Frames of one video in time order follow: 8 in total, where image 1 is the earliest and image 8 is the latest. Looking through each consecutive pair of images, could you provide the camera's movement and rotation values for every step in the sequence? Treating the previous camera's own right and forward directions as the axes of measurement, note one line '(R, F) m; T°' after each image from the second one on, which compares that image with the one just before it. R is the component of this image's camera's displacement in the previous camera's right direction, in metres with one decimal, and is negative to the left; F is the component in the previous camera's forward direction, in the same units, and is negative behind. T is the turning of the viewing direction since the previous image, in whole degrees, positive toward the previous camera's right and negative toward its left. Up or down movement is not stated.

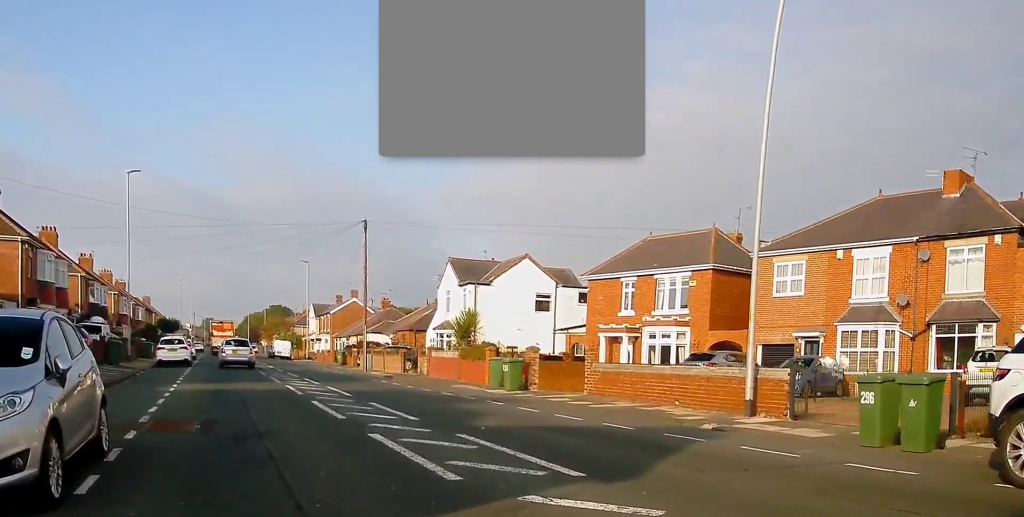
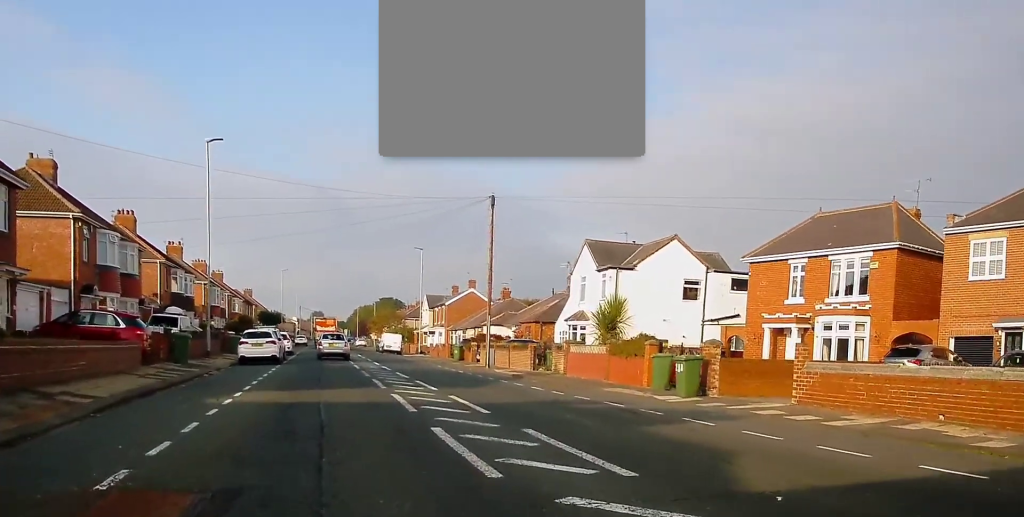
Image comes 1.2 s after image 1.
(-0.2, +5.8) m; -5°
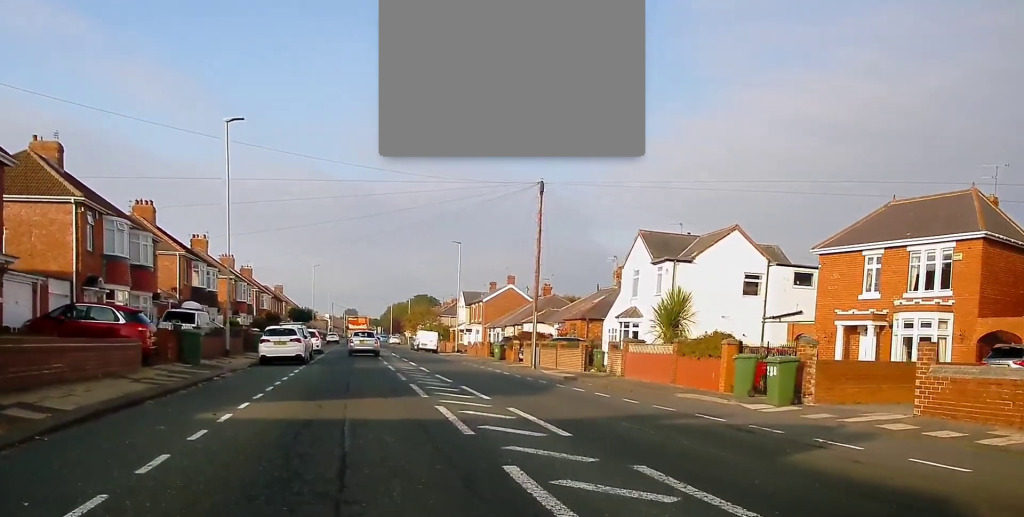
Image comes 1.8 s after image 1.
(-0.1, +3.3) m; -2°
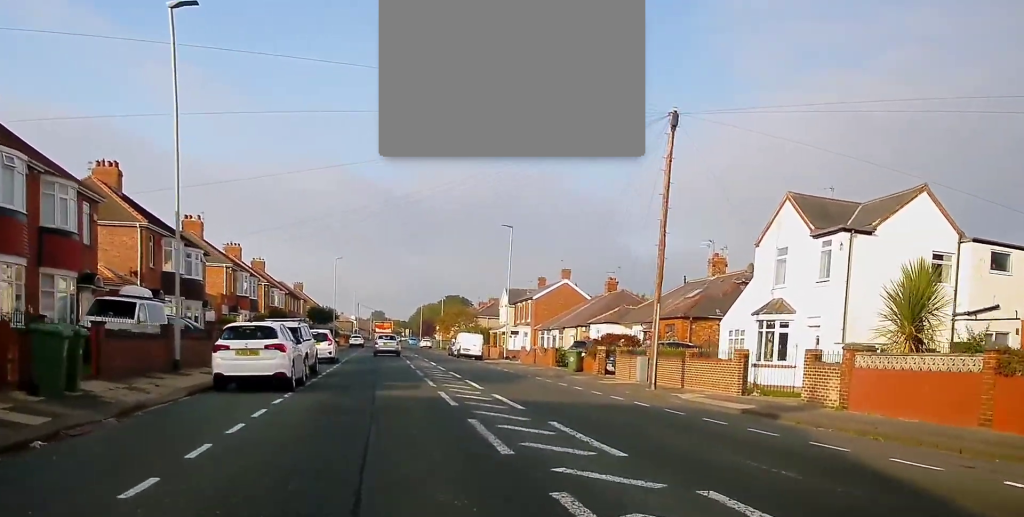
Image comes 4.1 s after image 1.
(-0.4, +13.1) m; -4°
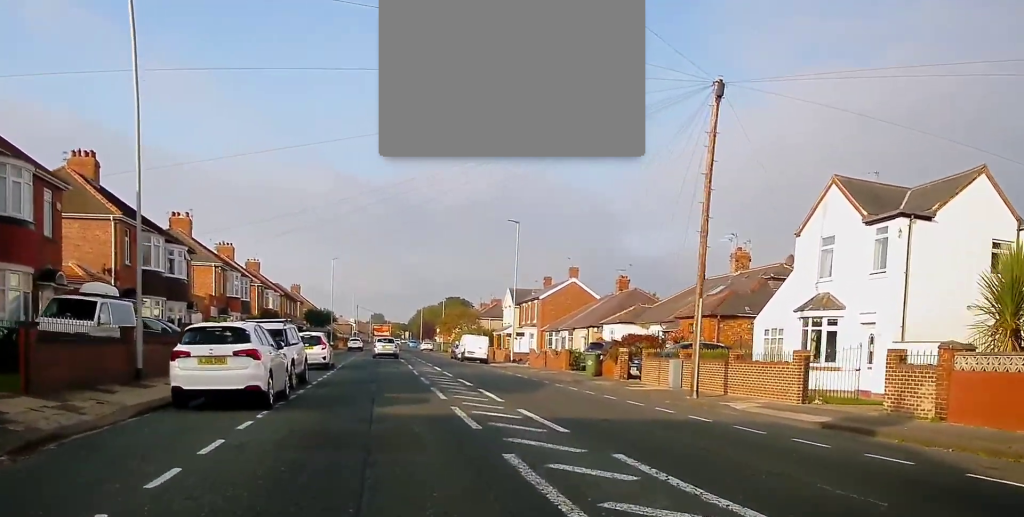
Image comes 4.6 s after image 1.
(-0.2, +3.3) m; -1°
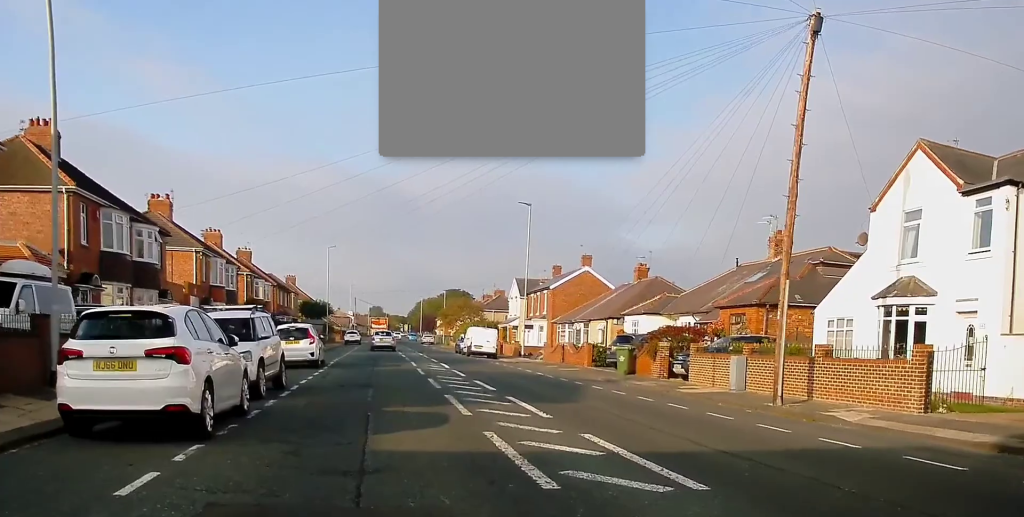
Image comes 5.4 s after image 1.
(+0.2, +4.9) m; +2°
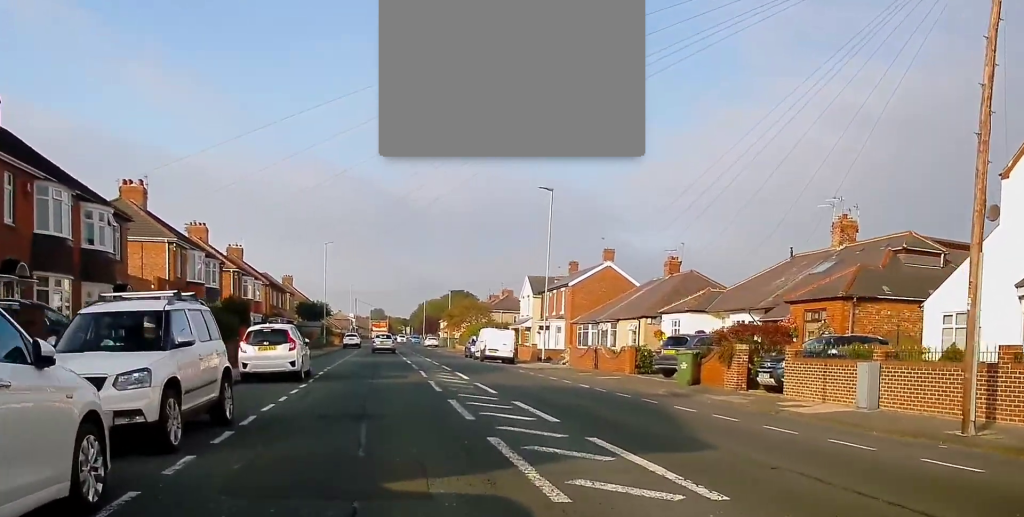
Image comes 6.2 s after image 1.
(+0.1, +6.2) m; 0°
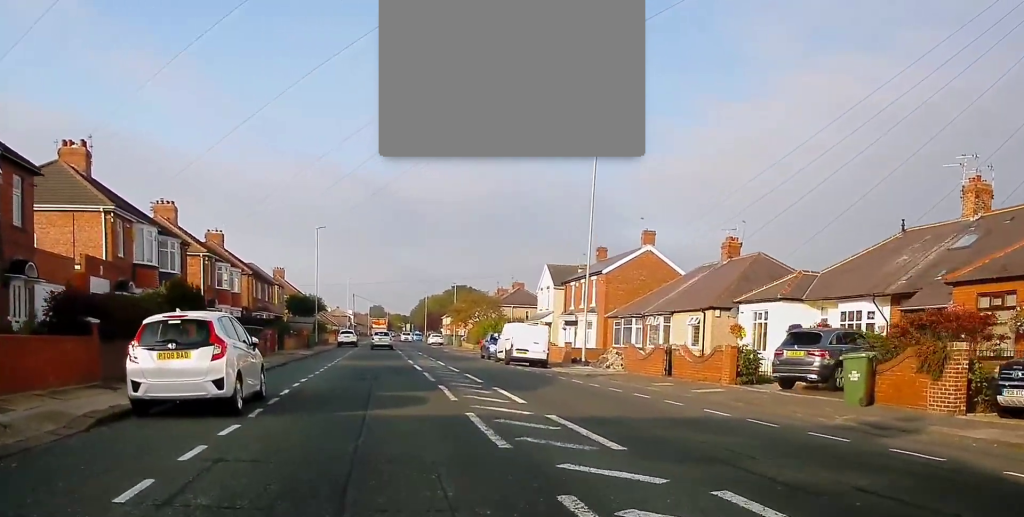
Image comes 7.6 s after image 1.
(-0.2, +9.3) m; -1°
